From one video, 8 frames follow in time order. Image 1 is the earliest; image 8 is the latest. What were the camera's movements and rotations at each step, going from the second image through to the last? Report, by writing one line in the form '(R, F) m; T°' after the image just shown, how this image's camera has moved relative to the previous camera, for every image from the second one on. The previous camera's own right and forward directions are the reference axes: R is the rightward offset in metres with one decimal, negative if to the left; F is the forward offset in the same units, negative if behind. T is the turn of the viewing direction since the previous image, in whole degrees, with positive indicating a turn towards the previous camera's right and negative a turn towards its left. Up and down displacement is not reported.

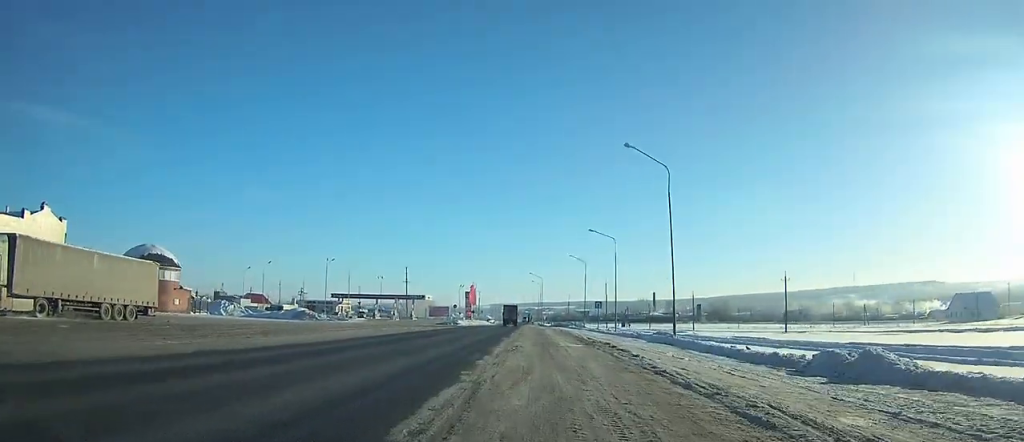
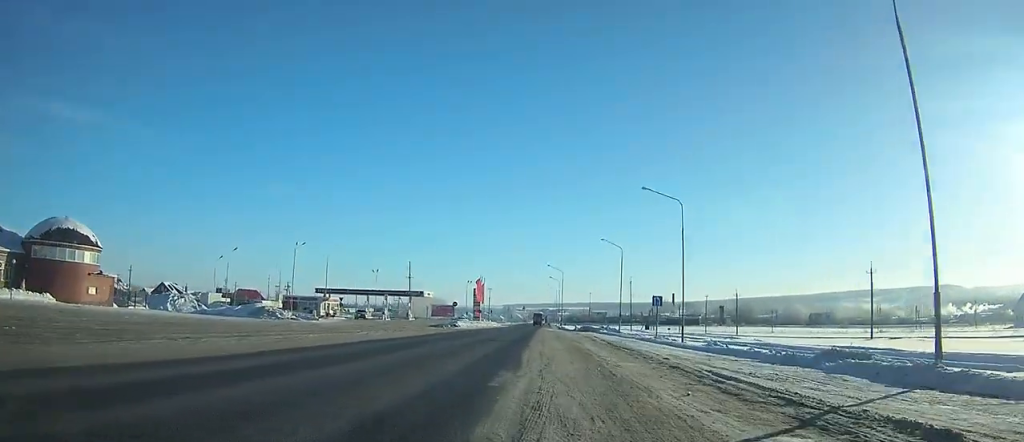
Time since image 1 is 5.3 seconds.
(-0.4, +21.6) m; +1°
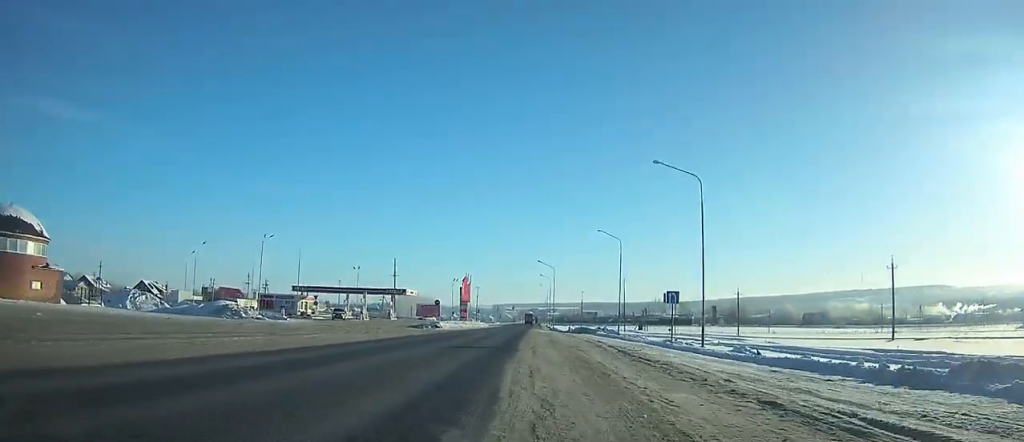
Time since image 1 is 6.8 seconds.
(+0.1, +6.7) m; +1°
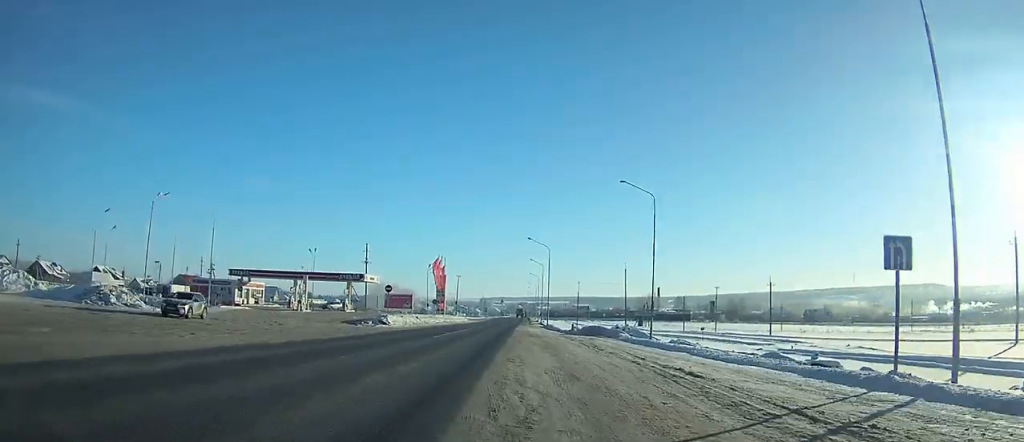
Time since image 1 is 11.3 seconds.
(+0.3, +21.3) m; 0°
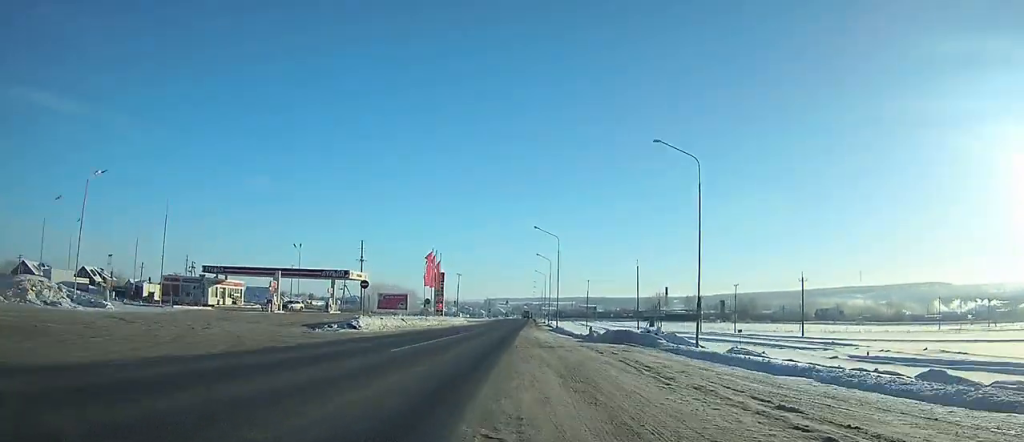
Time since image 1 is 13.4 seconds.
(-0.1, +10.5) m; 0°
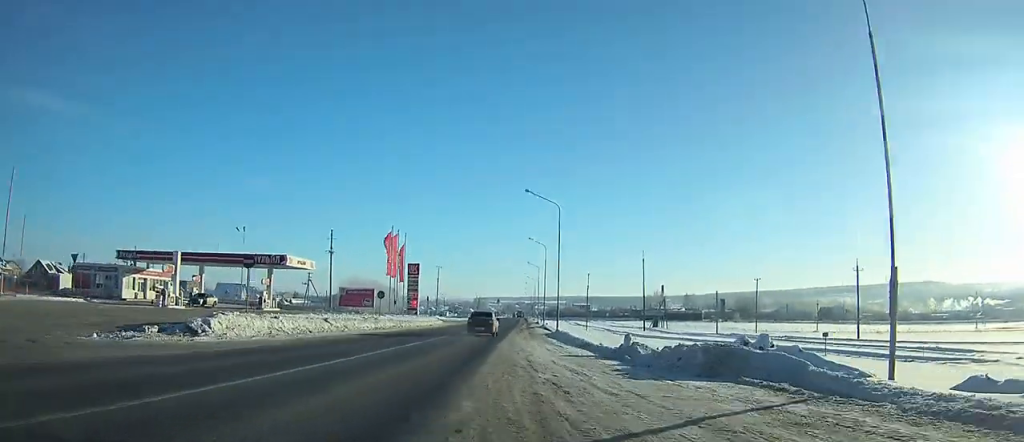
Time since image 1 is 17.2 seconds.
(+0.1, +19.5) m; +1°
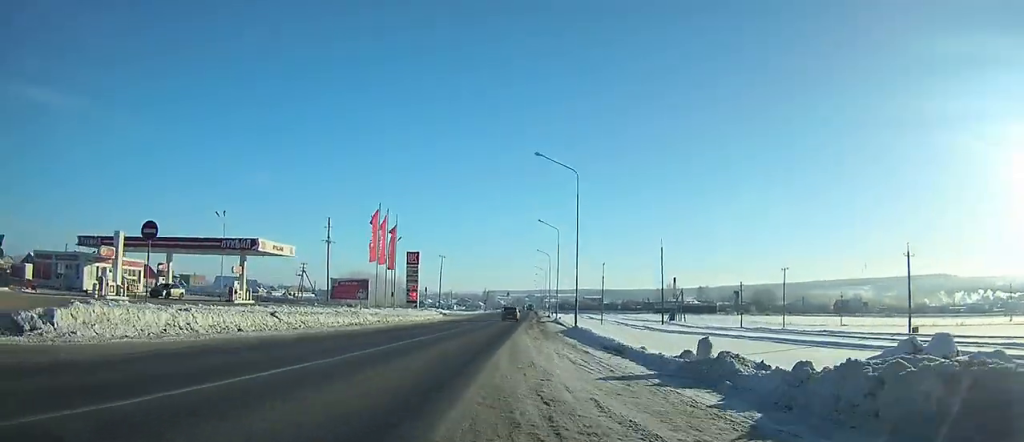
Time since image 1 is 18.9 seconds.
(0.0, +8.9) m; 0°
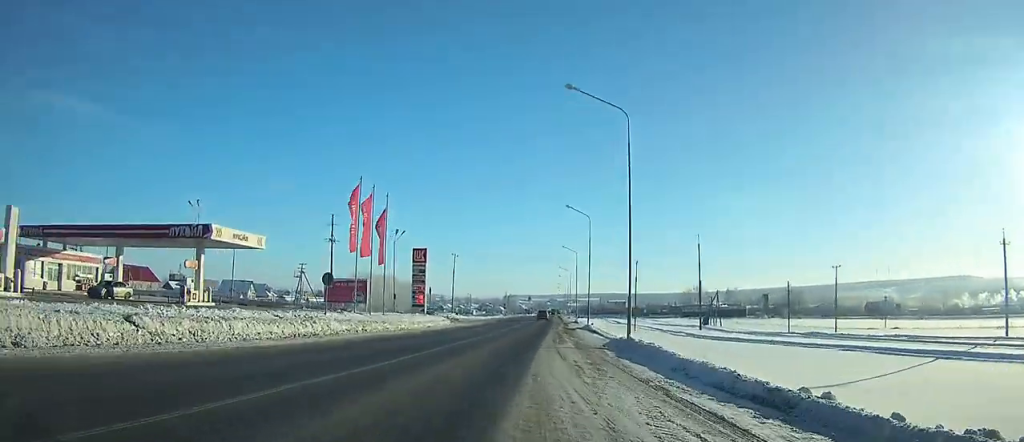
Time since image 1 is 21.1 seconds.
(0.0, +11.7) m; 0°
